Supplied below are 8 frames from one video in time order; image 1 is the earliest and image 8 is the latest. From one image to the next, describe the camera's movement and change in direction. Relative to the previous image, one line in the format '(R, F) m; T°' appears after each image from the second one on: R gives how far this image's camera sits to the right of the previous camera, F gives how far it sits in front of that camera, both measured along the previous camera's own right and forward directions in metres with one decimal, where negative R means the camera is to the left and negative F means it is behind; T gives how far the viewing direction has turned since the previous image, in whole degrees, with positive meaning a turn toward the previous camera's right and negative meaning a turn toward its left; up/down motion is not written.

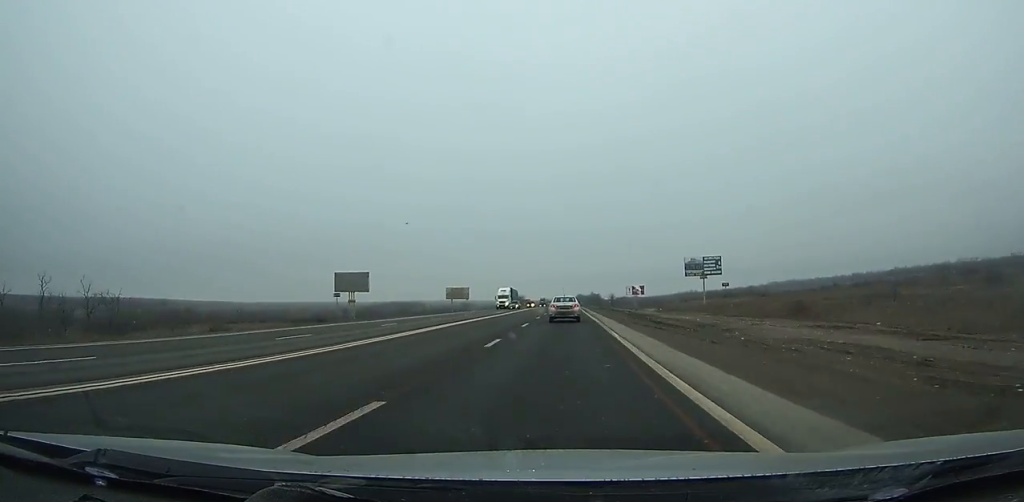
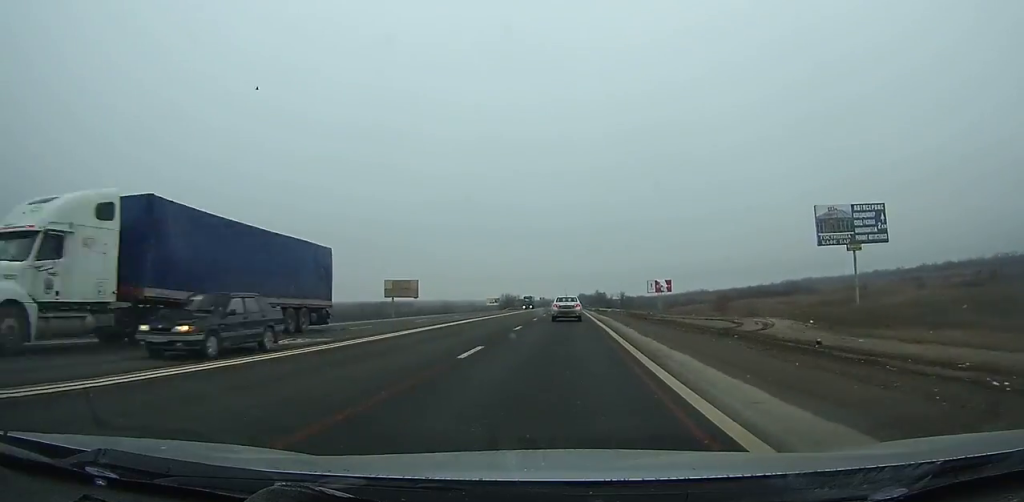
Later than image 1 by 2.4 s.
(-0.2, +52.7) m; 0°
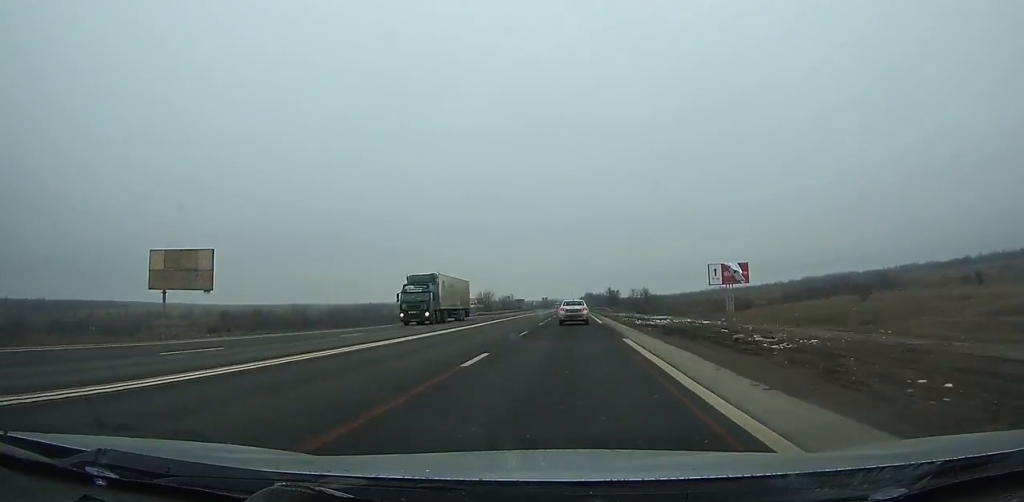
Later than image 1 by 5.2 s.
(0.0, +61.9) m; 0°
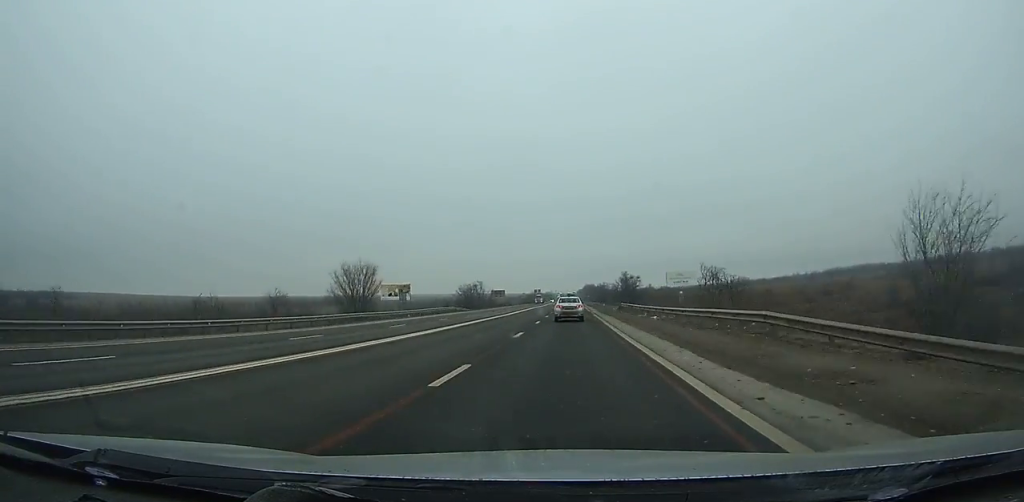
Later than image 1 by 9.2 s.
(0.0, +87.6) m; 0°
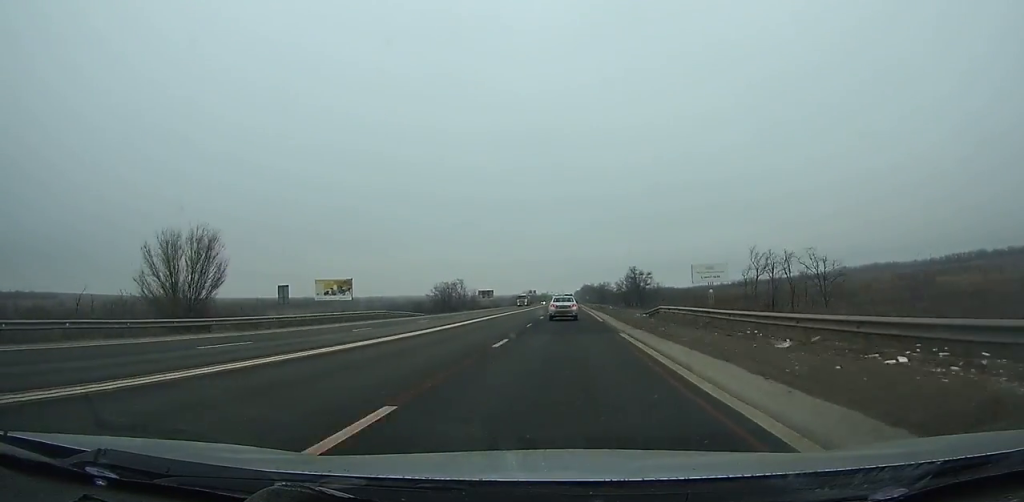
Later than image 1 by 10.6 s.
(-0.1, +30.5) m; 0°
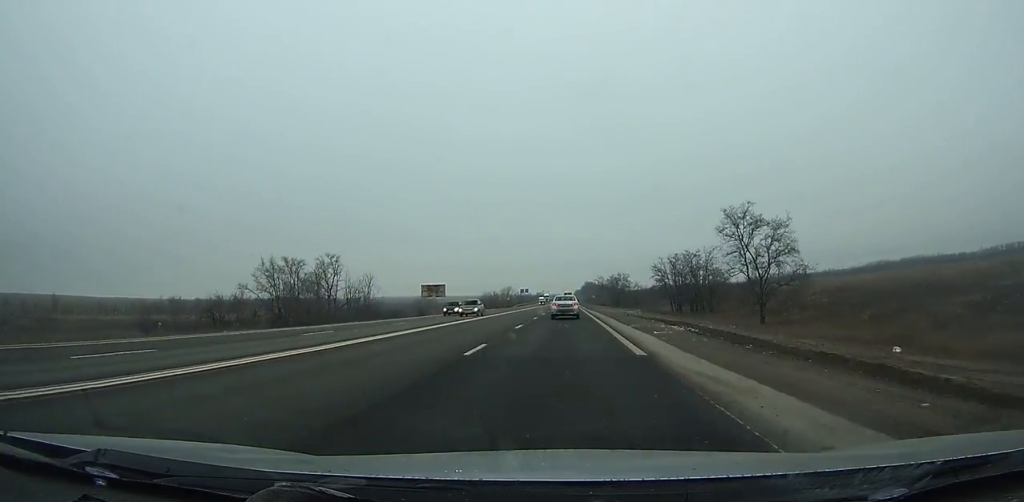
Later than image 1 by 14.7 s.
(+0.4, +88.7) m; 0°
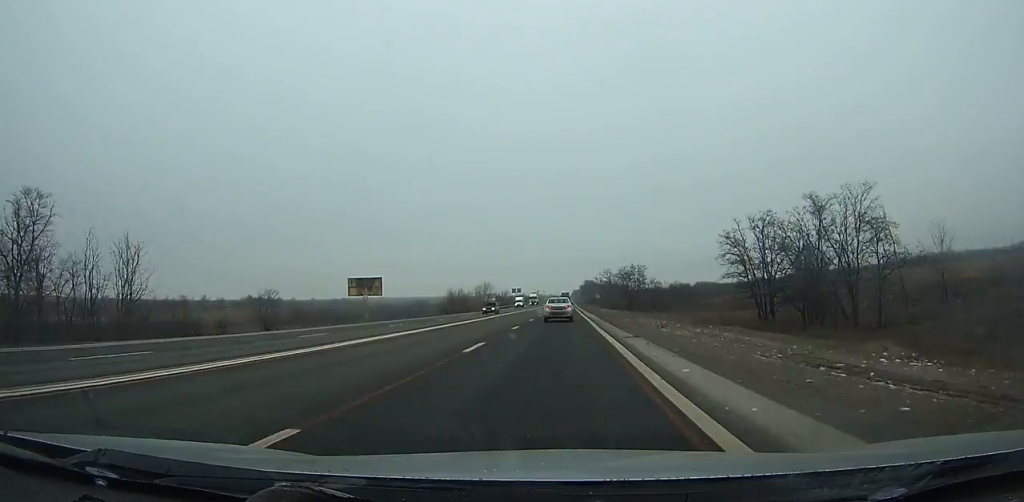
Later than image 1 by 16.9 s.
(+0.1, +47.9) m; 0°
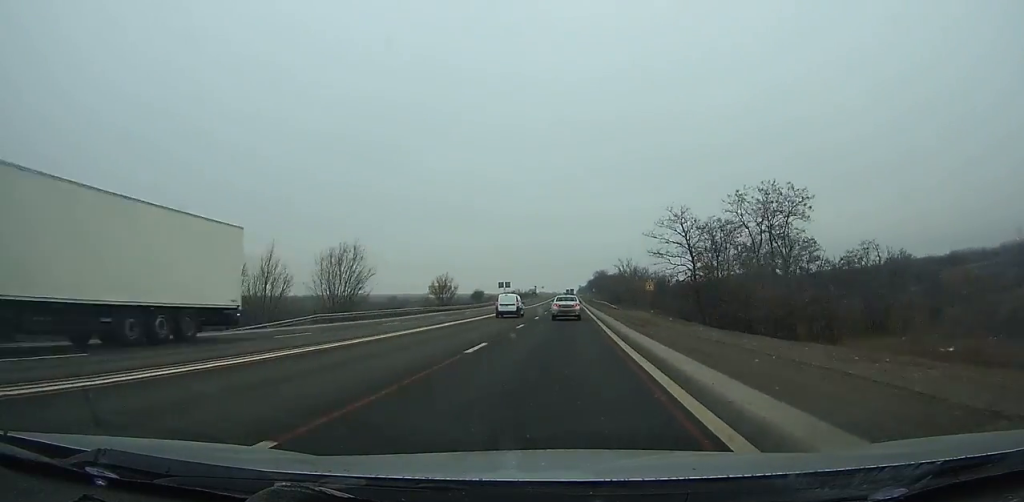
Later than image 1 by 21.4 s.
(-0.5, +99.3) m; 0°
